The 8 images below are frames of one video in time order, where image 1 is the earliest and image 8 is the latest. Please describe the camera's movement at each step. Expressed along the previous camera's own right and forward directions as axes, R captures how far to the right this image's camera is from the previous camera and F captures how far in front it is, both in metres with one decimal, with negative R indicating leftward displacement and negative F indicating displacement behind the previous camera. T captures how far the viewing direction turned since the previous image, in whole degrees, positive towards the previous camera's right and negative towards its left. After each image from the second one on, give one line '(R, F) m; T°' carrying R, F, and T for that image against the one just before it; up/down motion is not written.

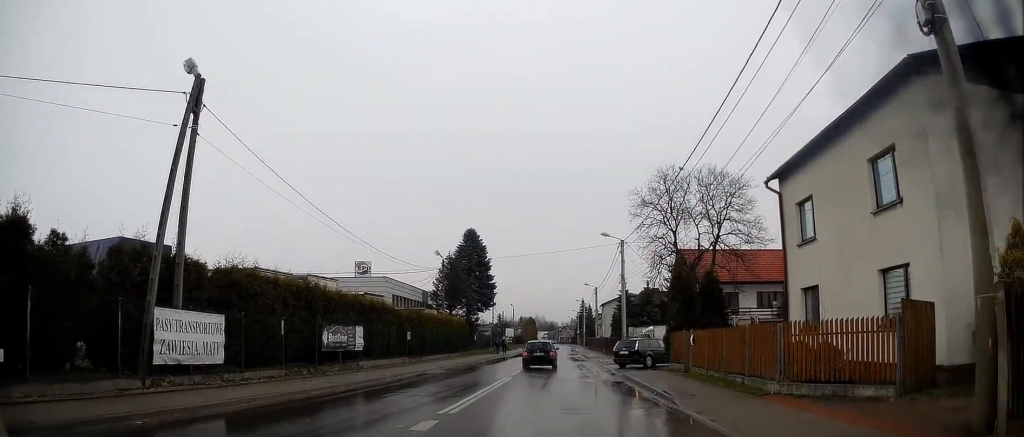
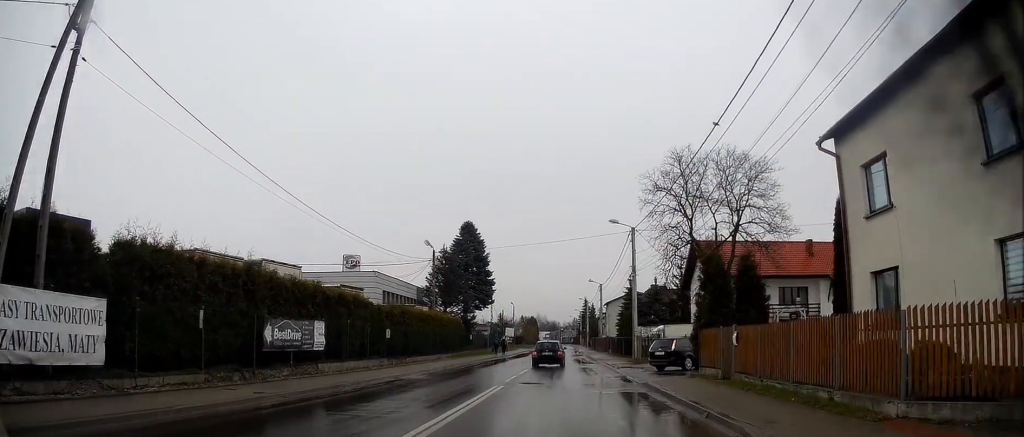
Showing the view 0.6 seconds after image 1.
(+0.2, +4.6) m; +2°
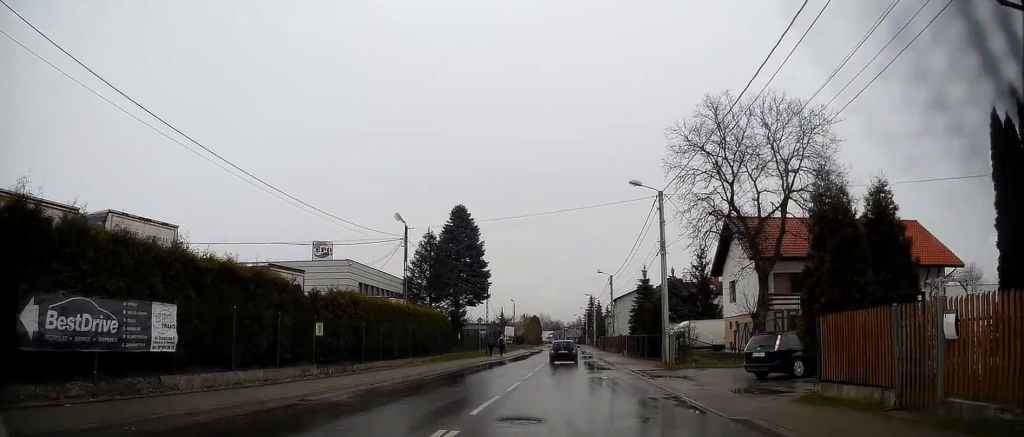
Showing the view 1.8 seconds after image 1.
(-0.1, +9.2) m; -3°
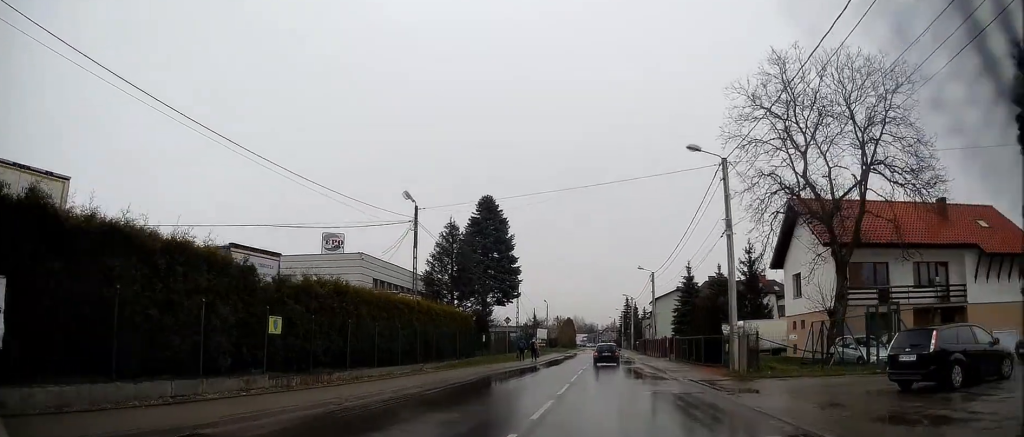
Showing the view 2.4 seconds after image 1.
(-0.2, +5.8) m; -2°
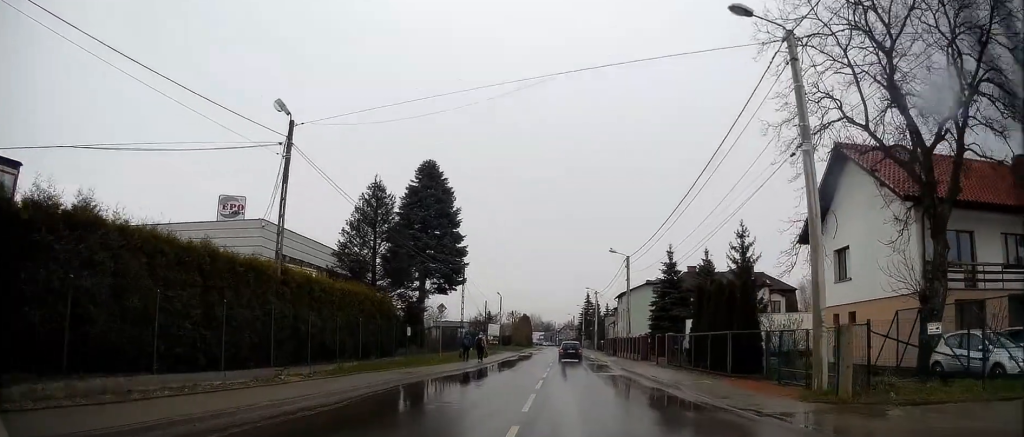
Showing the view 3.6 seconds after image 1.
(0.0, +11.2) m; +2°
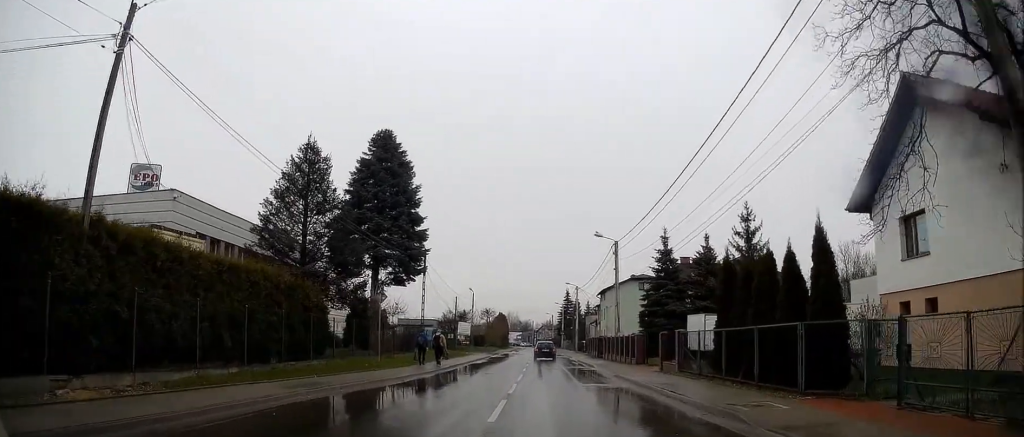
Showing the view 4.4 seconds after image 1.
(+0.2, +7.7) m; +1°
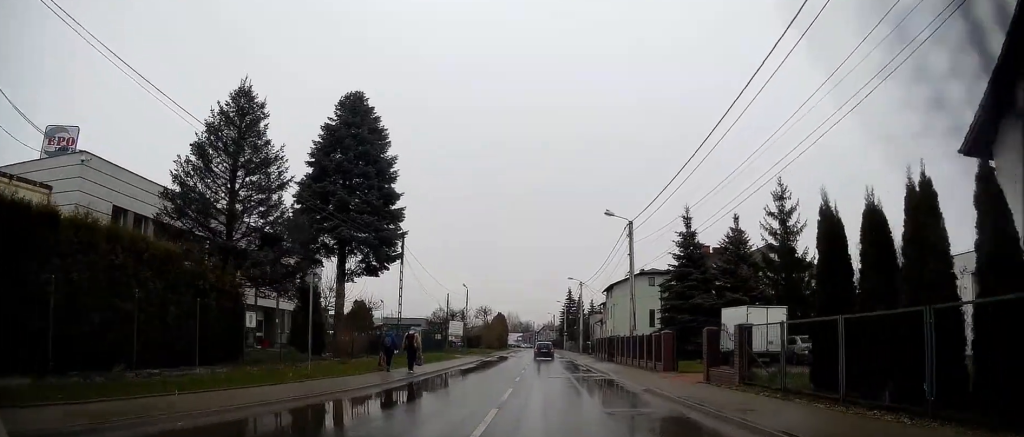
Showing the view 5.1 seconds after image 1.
(0.0, +7.6) m; 0°
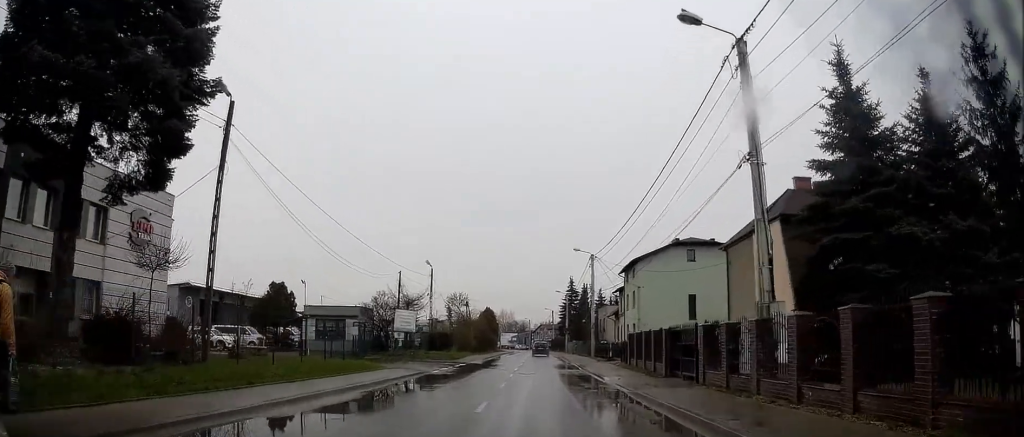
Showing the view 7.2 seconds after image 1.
(-0.2, +22.8) m; +1°
